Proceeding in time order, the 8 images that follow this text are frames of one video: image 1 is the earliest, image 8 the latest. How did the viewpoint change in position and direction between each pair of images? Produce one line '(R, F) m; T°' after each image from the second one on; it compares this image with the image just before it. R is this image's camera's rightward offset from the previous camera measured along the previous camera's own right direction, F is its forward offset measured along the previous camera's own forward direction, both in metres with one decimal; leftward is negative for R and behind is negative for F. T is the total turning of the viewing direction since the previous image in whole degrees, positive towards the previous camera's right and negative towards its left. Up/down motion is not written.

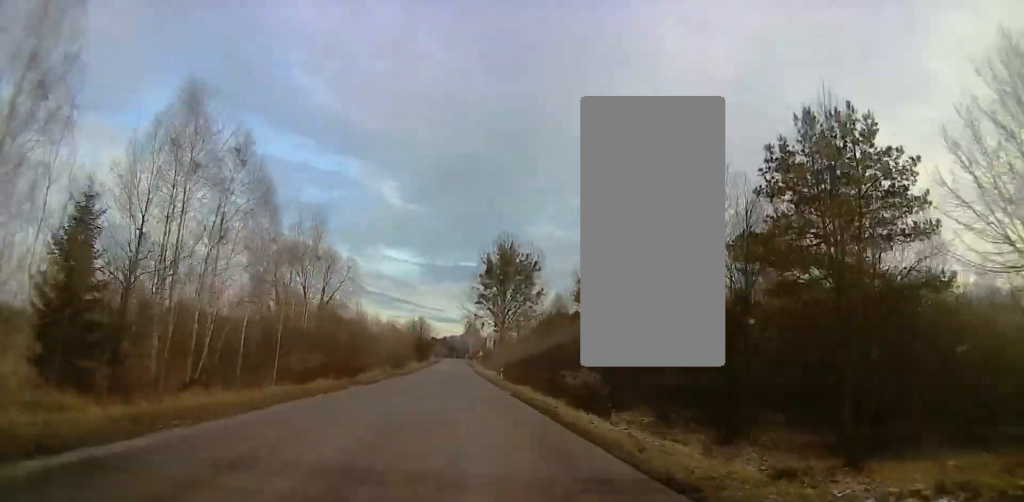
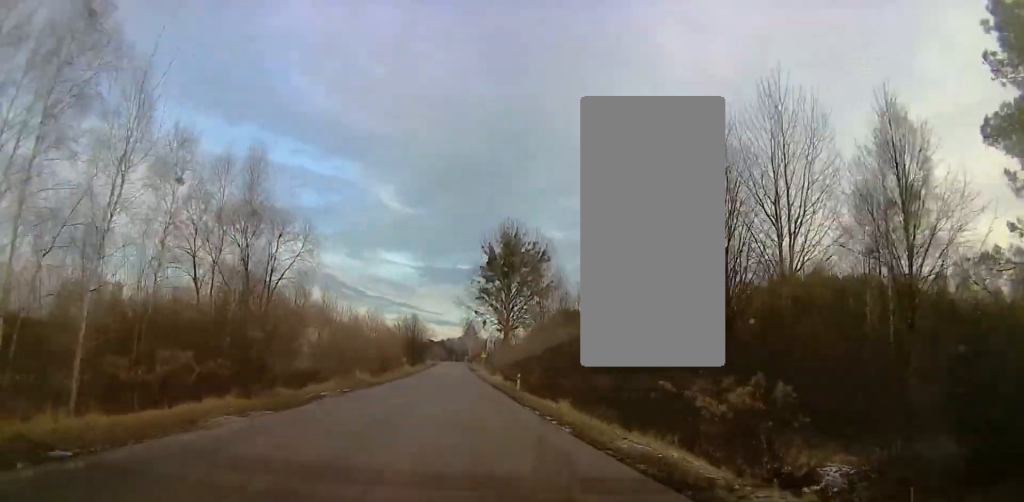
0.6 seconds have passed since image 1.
(-0.3, +15.4) m; -1°
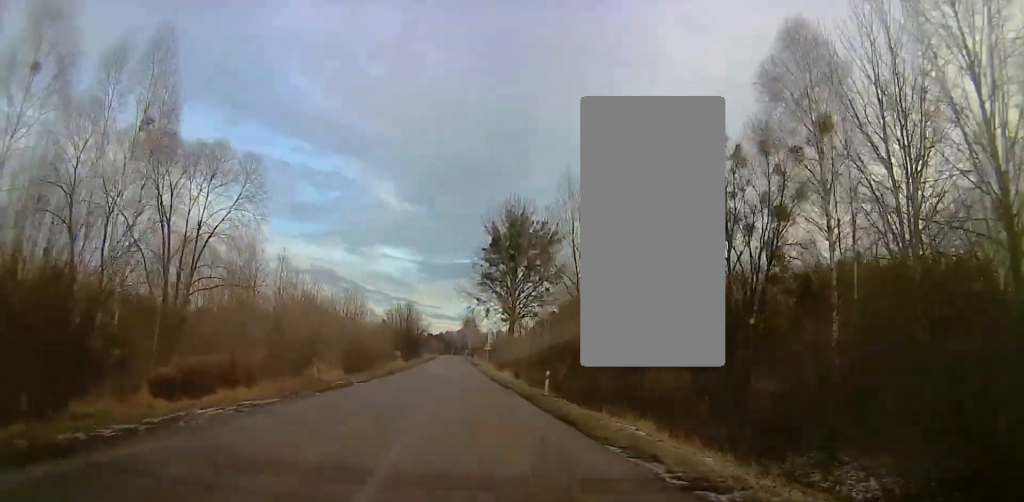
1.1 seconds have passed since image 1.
(-0.2, +12.3) m; -1°
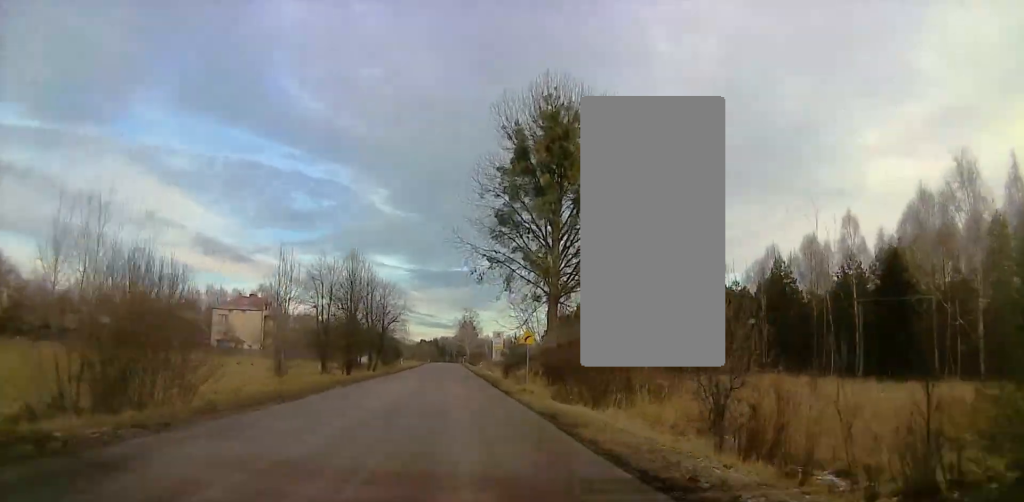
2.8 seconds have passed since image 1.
(+1.0, +45.0) m; +2°
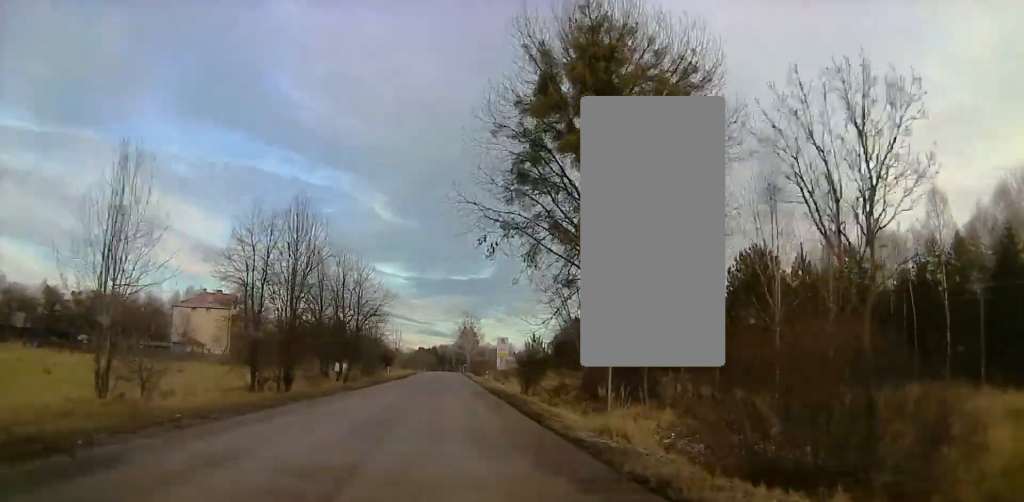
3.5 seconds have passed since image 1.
(-0.1, +16.4) m; -1°
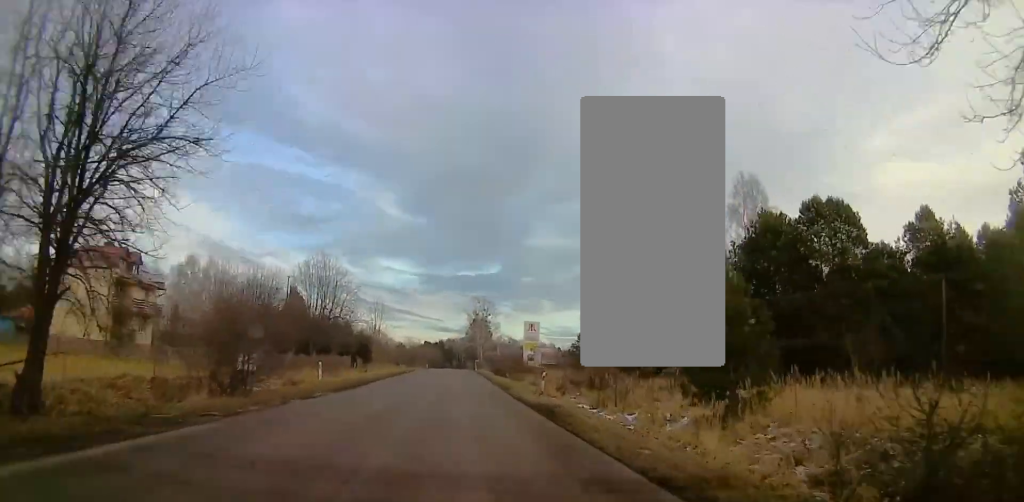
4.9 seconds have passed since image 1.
(-0.6, +36.5) m; 0°
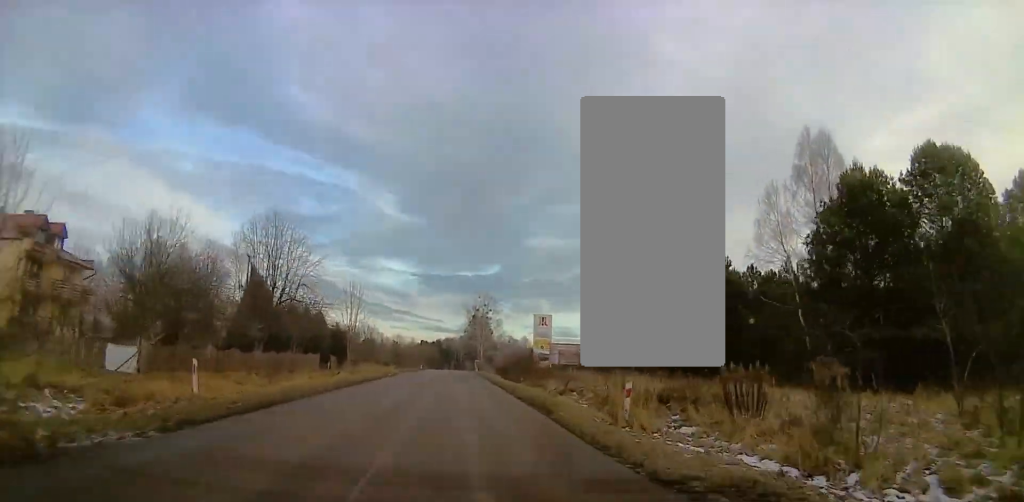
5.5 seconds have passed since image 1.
(+0.2, +13.8) m; 0°
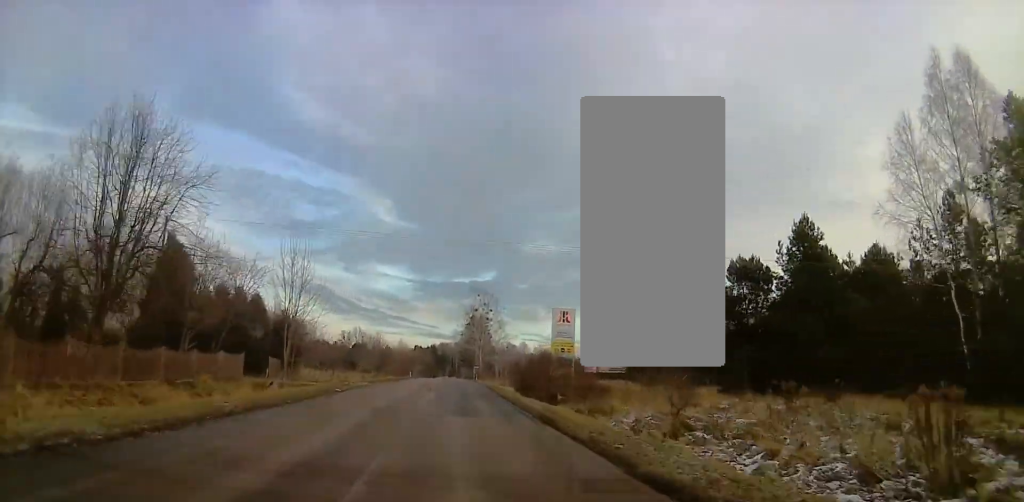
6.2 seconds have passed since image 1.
(+0.3, +17.4) m; 0°
